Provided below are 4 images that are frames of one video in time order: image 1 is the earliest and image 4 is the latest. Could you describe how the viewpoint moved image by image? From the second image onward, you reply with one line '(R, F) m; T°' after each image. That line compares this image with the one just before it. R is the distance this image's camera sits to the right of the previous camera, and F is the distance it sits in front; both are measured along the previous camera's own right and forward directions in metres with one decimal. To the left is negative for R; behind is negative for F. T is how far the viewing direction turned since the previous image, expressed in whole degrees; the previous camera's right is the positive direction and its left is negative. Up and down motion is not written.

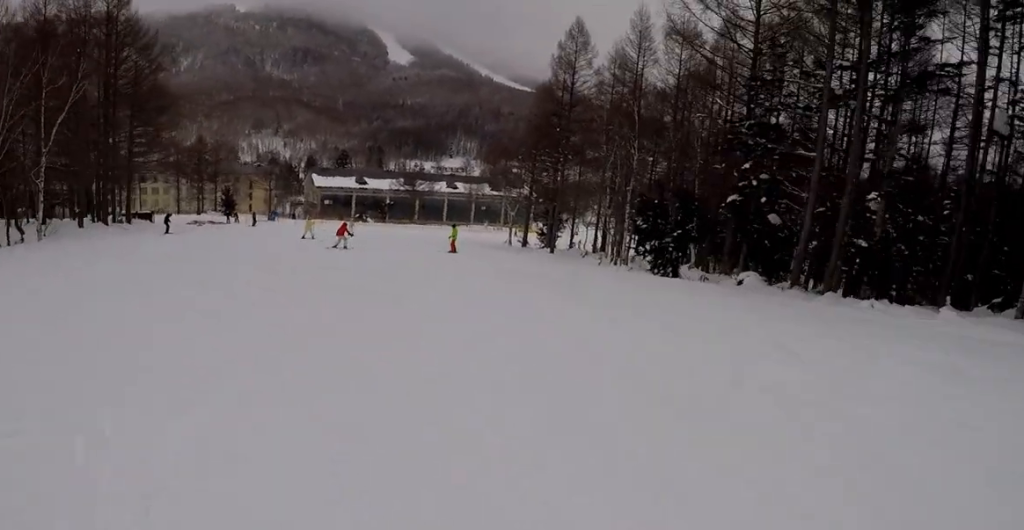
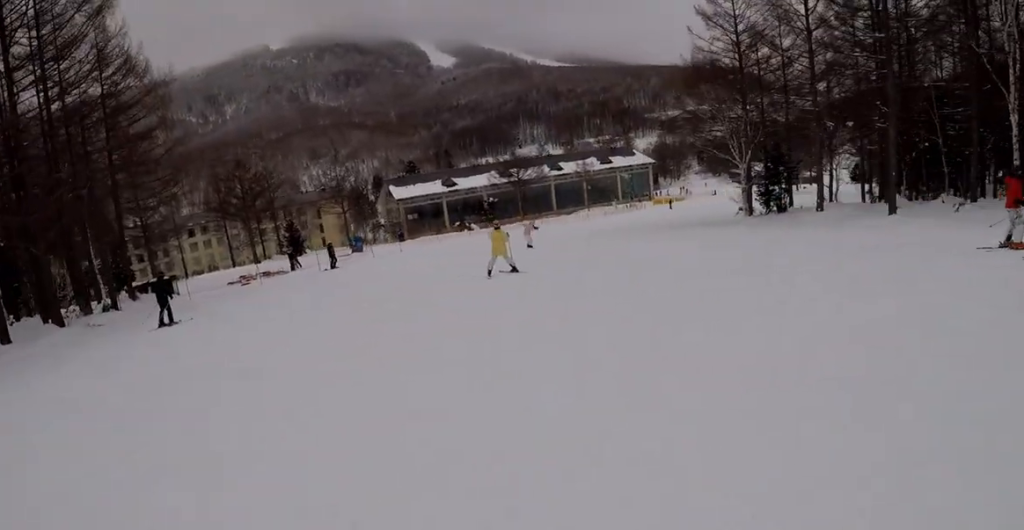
(-5.6, +27.2) m; -4°
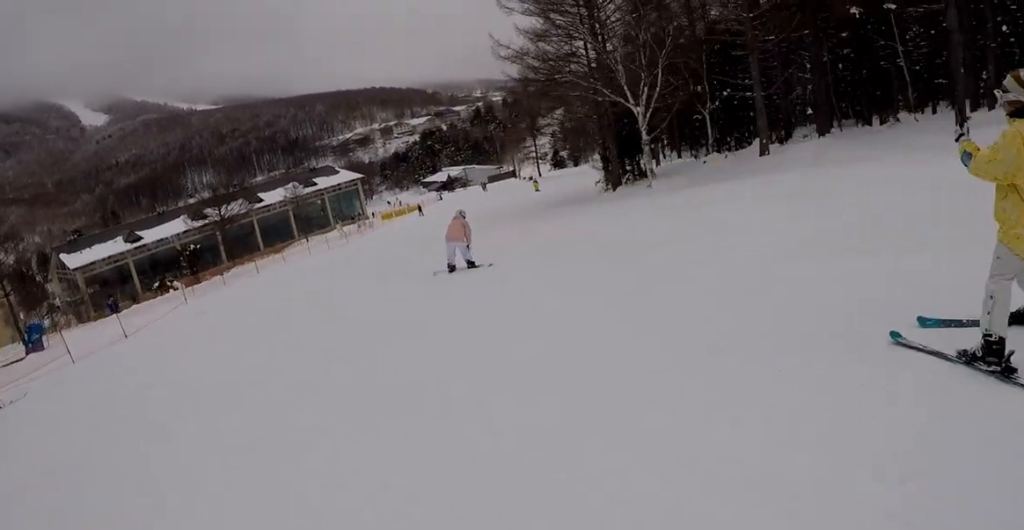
(+2.5, +18.9) m; +24°
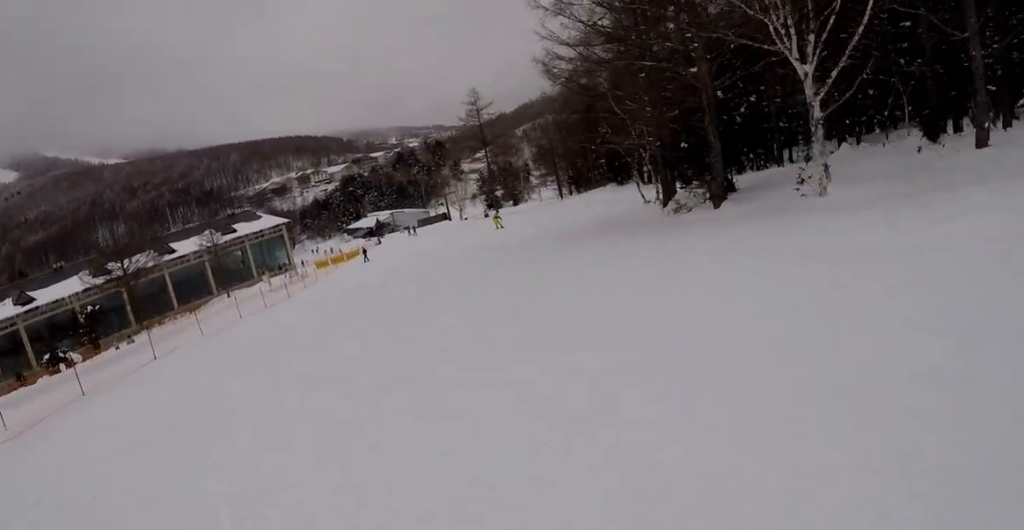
(+3.5, +14.2) m; +21°
